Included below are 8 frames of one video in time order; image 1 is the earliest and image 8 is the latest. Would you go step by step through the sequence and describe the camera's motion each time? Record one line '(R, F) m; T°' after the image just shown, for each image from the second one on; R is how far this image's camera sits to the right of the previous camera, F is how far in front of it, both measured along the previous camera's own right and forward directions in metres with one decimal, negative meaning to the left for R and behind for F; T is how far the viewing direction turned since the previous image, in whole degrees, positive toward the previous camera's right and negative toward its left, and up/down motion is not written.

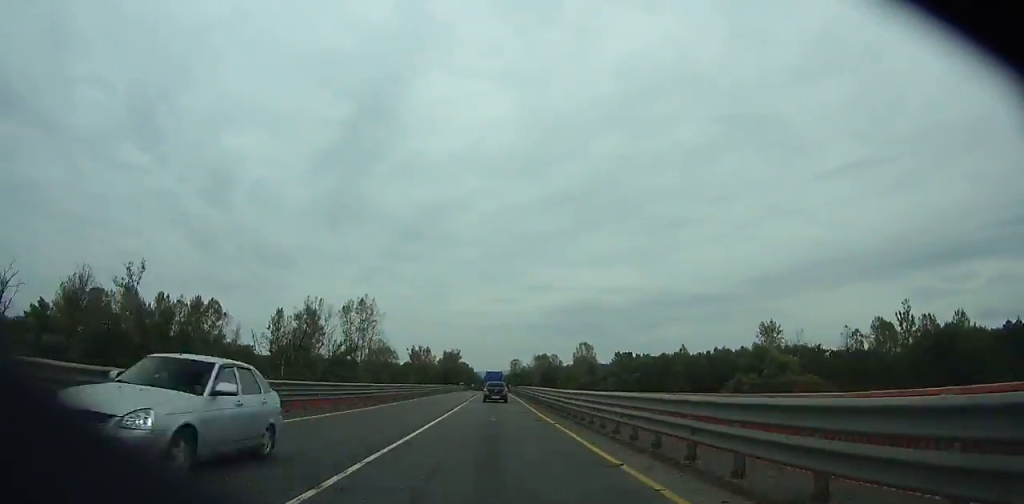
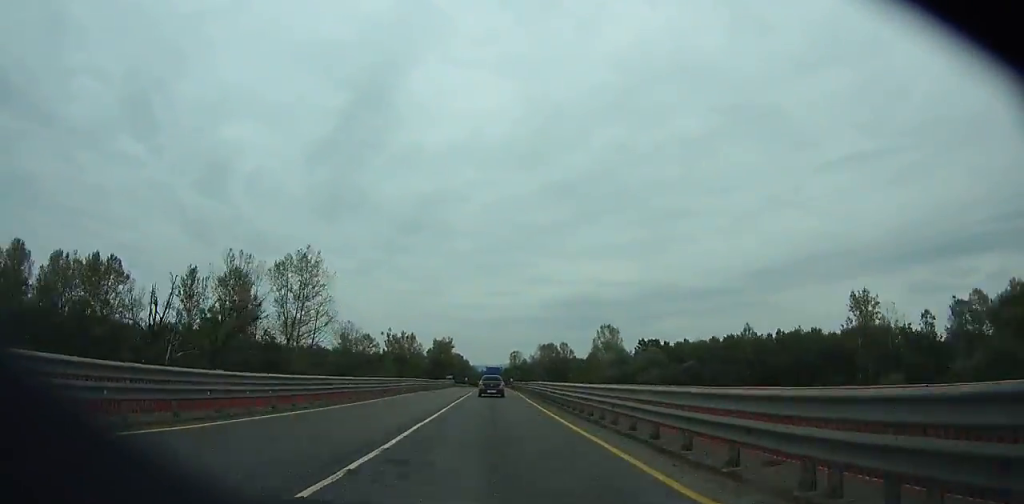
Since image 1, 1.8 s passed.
(-0.1, +37.9) m; 0°
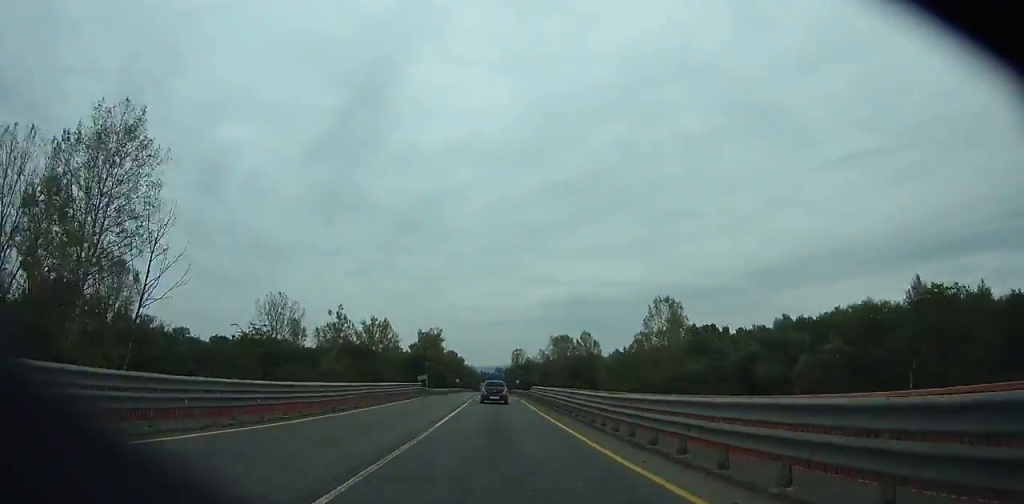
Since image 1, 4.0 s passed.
(-0.2, +45.5) m; 0°
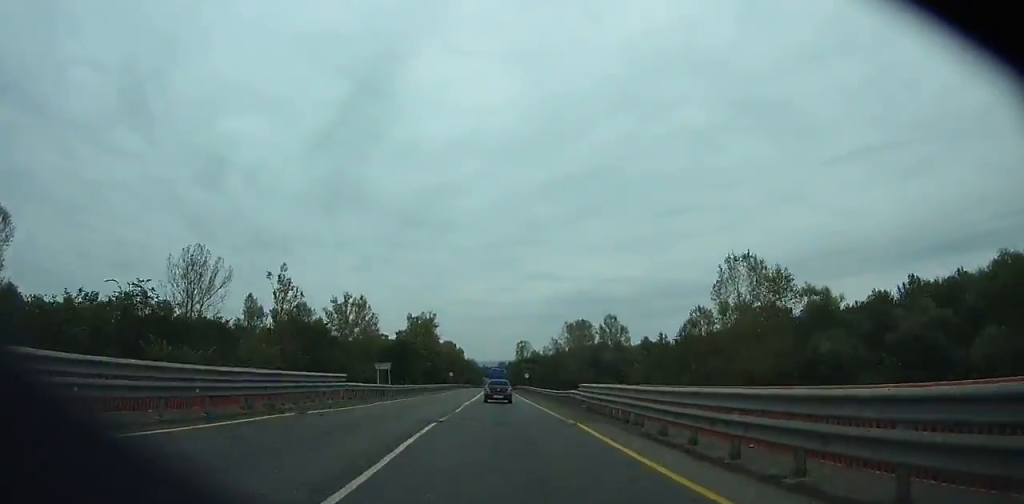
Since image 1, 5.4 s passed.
(+0.1, +28.4) m; 0°
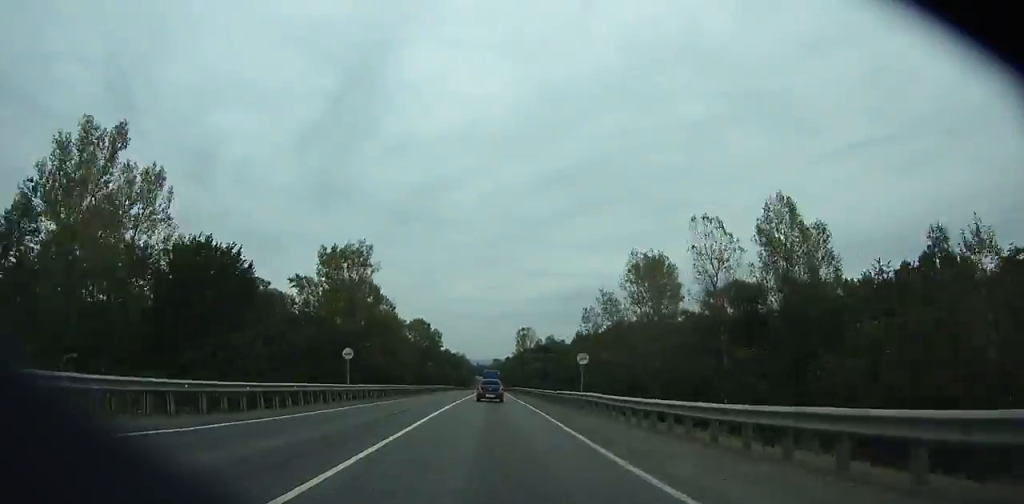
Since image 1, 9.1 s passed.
(+0.2, +74.9) m; 0°
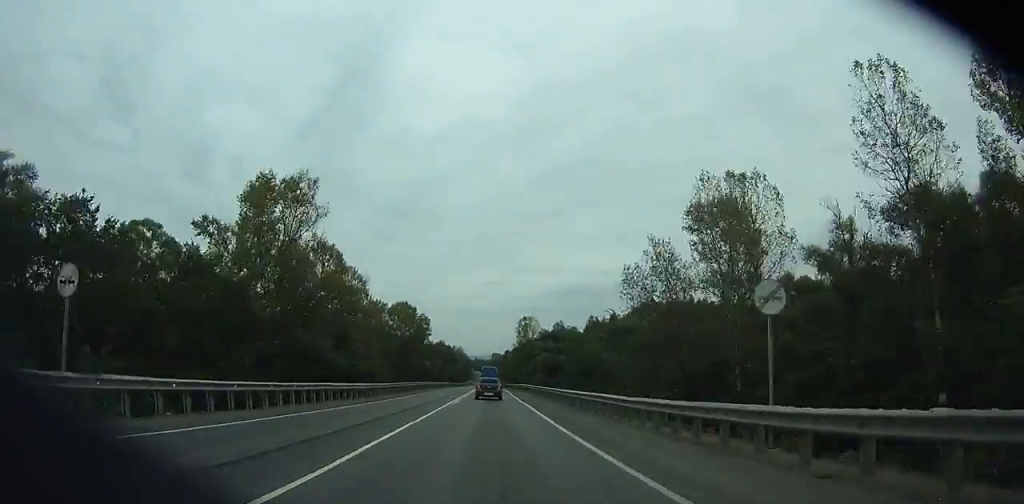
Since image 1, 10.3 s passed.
(0.0, +24.4) m; 0°
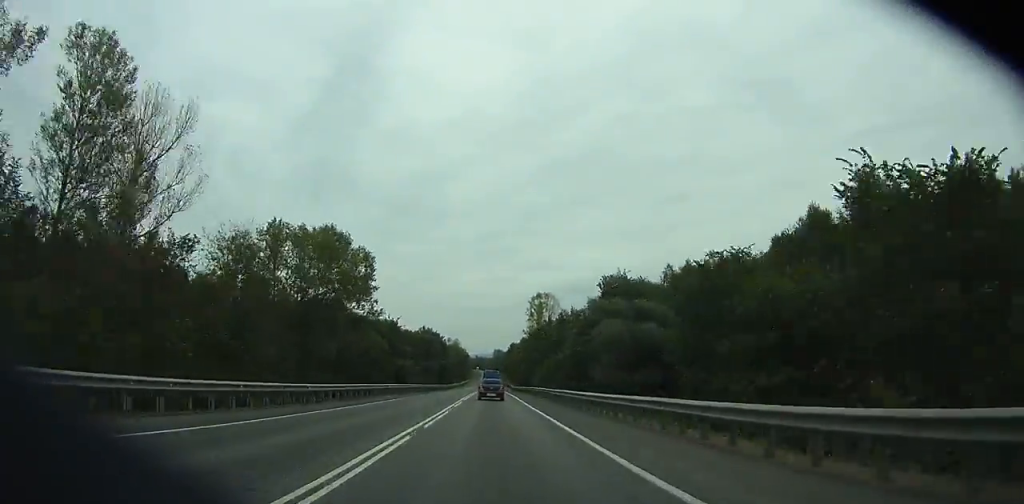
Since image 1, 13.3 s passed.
(-0.1, +61.5) m; 0°
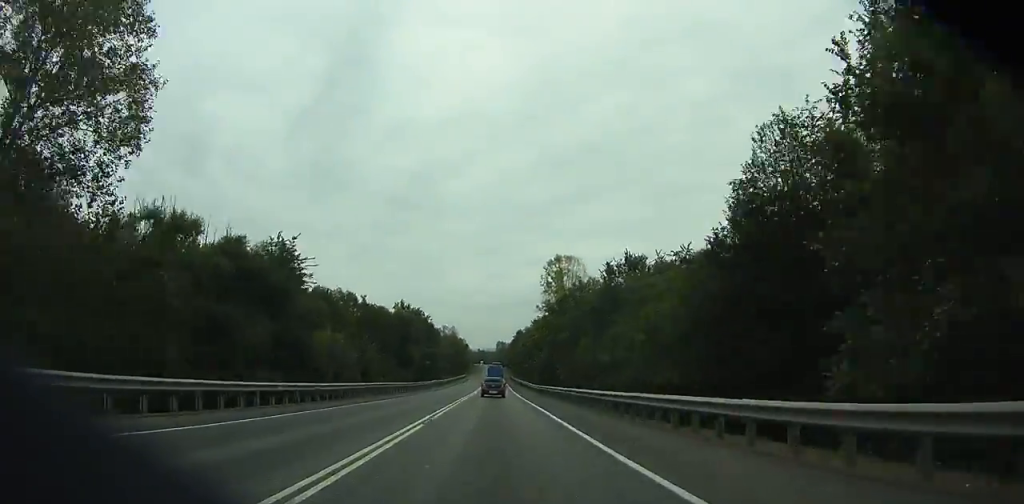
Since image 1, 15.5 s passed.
(-0.1, +45.9) m; 0°
